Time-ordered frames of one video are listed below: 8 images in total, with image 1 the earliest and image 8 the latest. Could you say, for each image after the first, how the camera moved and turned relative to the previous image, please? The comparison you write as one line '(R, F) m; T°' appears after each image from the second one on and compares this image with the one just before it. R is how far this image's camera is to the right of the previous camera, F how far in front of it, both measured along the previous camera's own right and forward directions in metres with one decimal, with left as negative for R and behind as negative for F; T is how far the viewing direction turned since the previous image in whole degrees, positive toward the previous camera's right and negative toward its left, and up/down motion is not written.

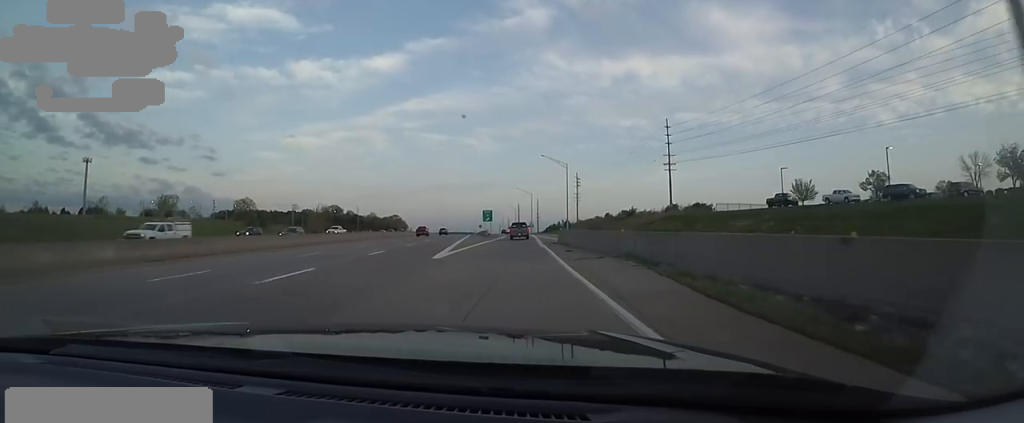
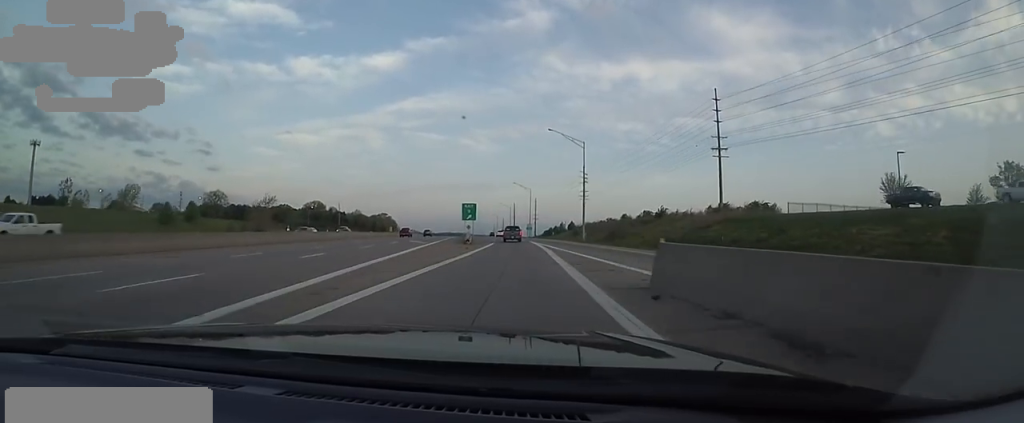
(-0.2, +26.9) m; -1°
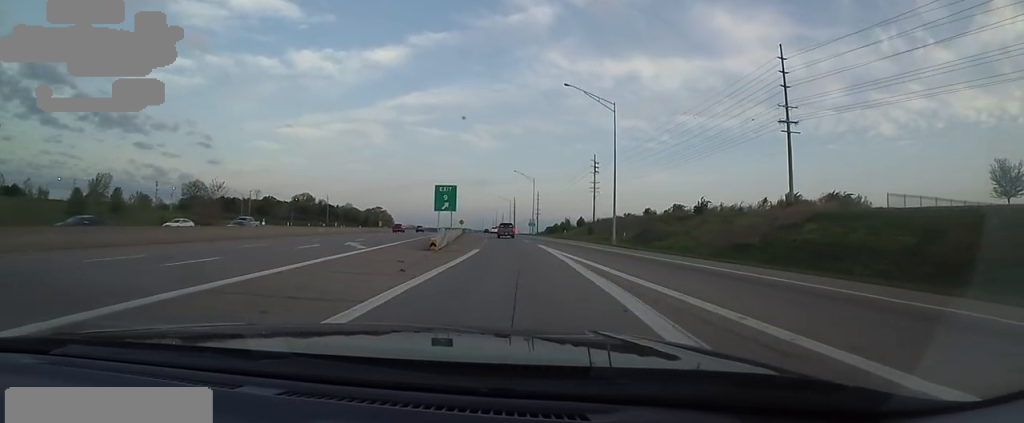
(0.0, +21.0) m; -1°
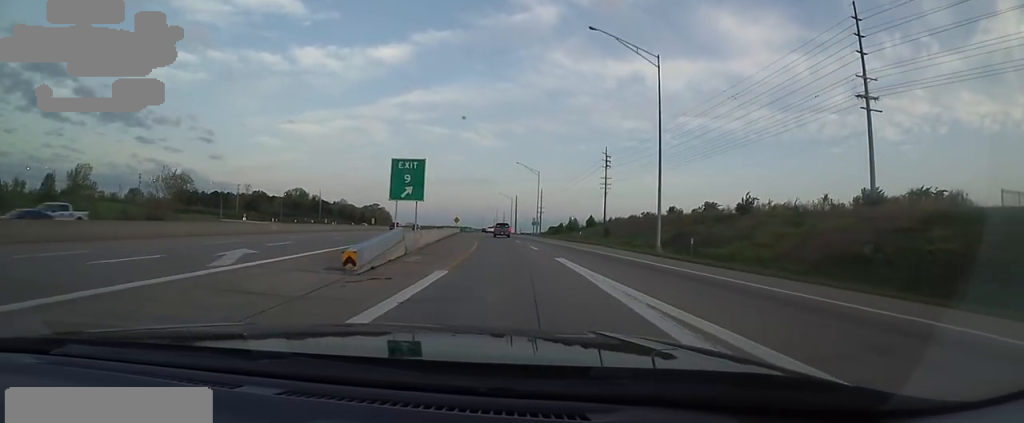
(-0.2, +14.1) m; -1°
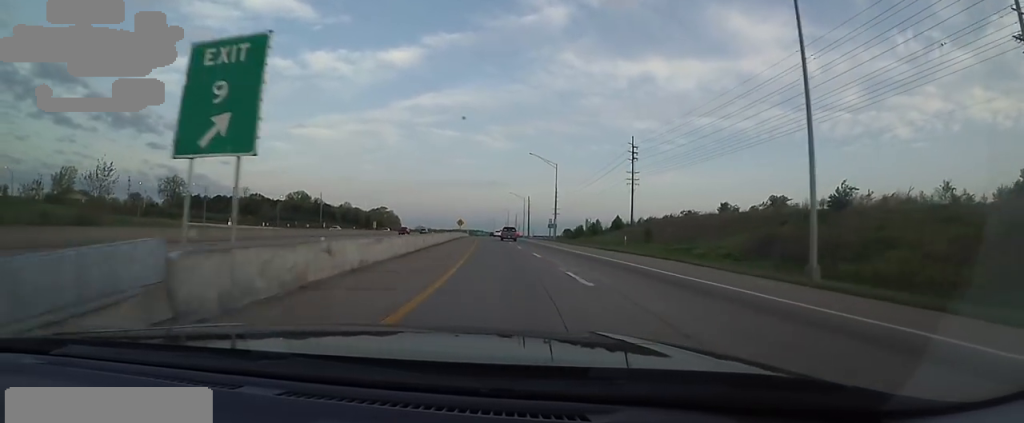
(-0.2, +16.4) m; -1°
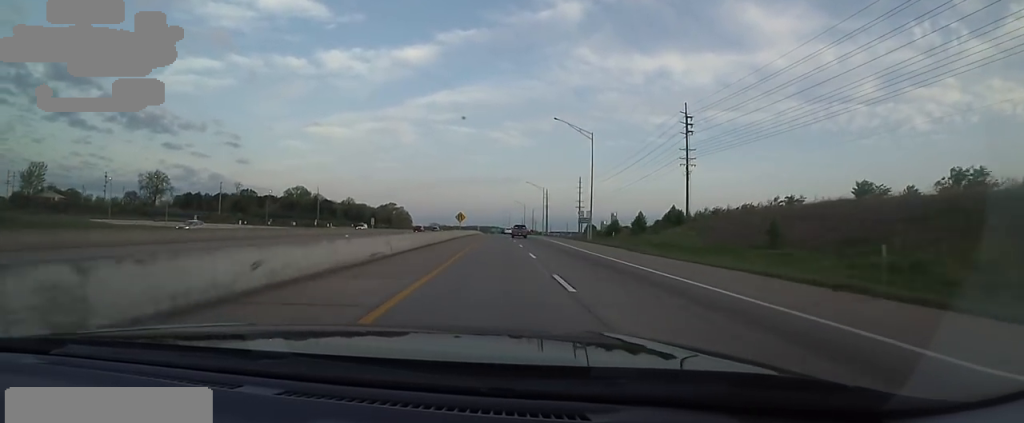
(-0.2, +25.2) m; 0°
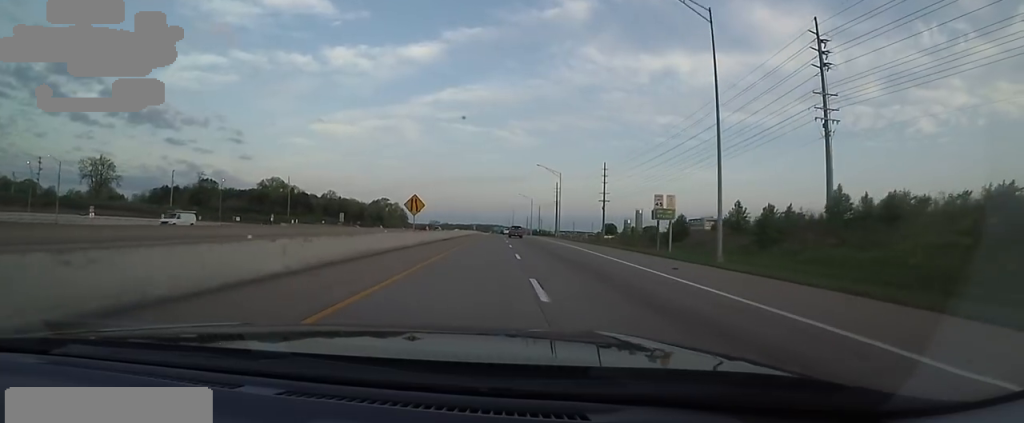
(+0.4, +36.8) m; 0°
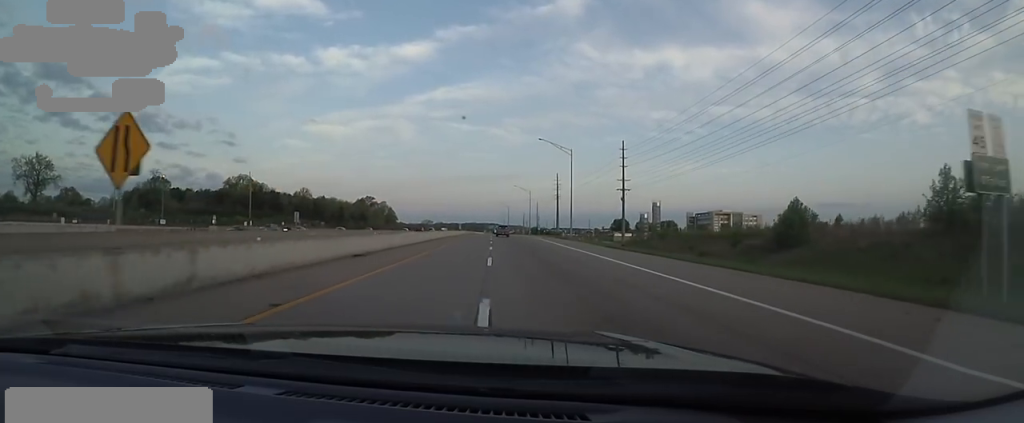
(-0.3, +27.8) m; -1°
